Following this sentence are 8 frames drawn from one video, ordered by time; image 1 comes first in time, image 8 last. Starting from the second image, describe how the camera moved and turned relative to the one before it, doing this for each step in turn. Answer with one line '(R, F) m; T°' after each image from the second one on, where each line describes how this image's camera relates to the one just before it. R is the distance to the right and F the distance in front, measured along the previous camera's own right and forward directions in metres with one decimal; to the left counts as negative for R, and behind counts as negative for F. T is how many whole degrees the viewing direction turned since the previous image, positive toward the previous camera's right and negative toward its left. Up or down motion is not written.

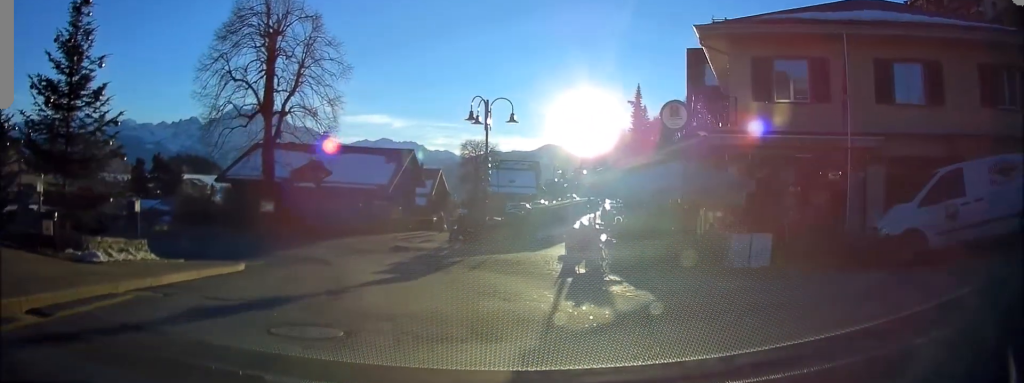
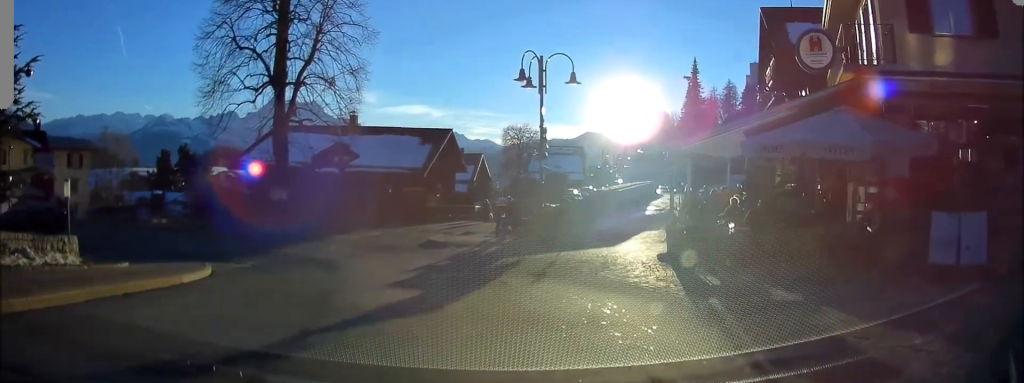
(-0.5, +6.6) m; -5°
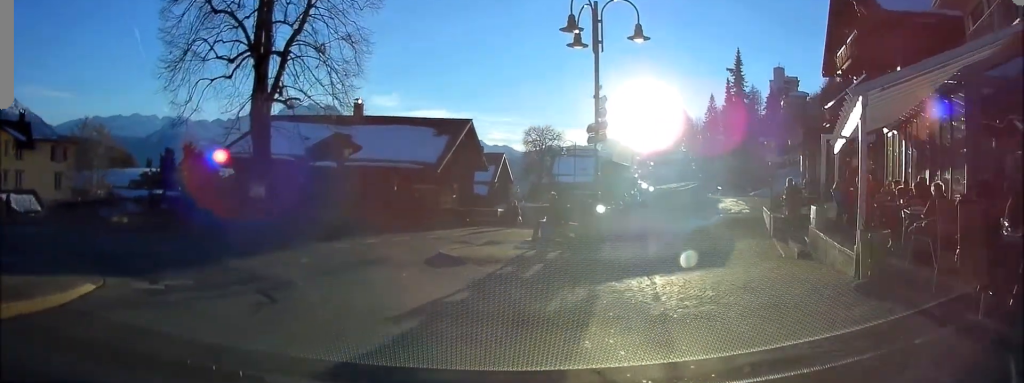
(0.0, +7.2) m; +1°
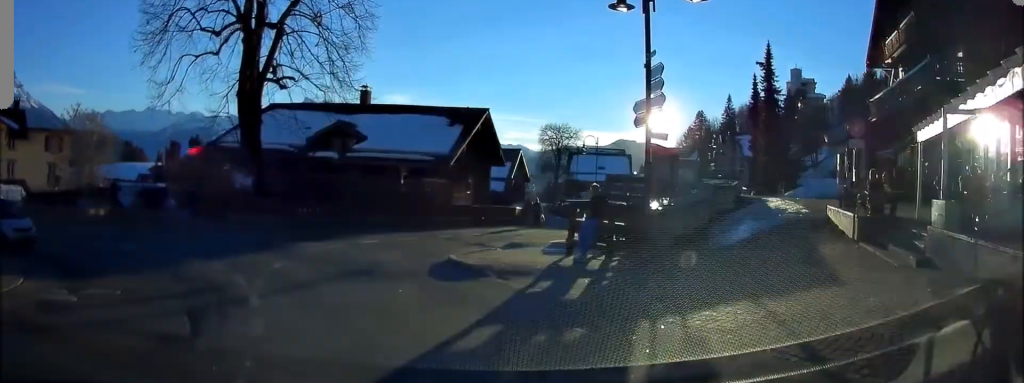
(0.0, +3.7) m; +1°
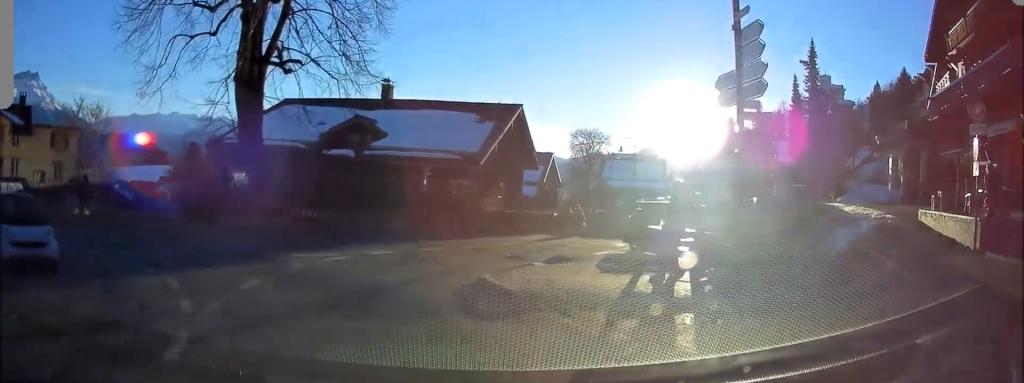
(+0.1, +3.5) m; 0°
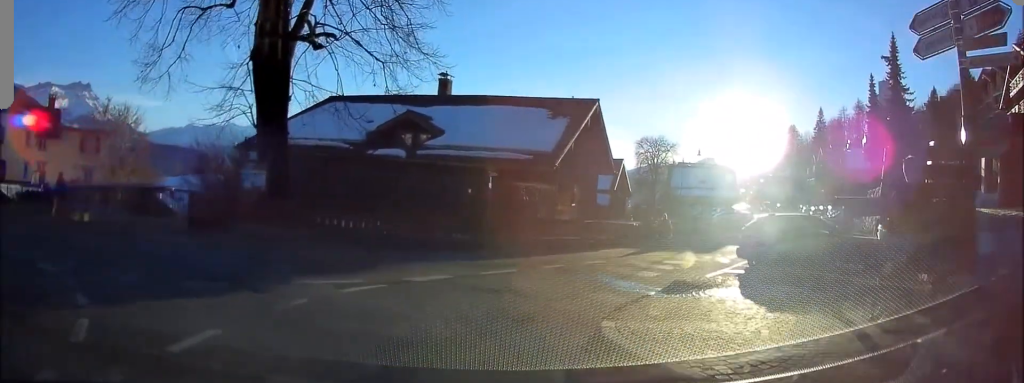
(-0.1, +5.0) m; -6°
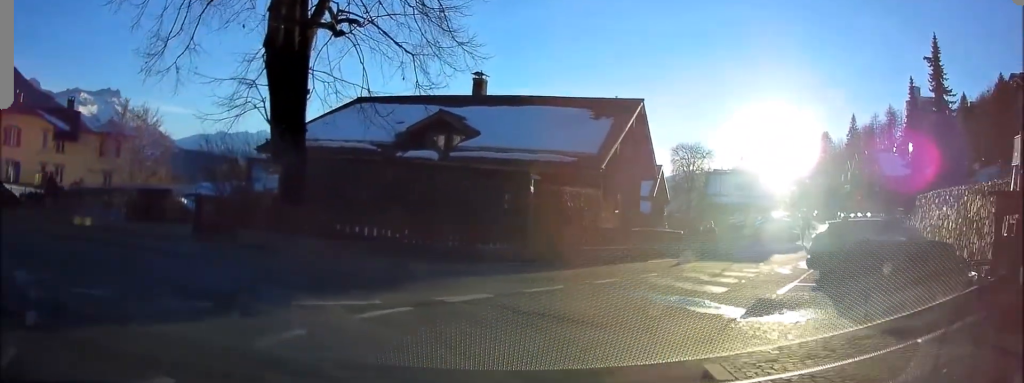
(-0.2, +2.1) m; -5°
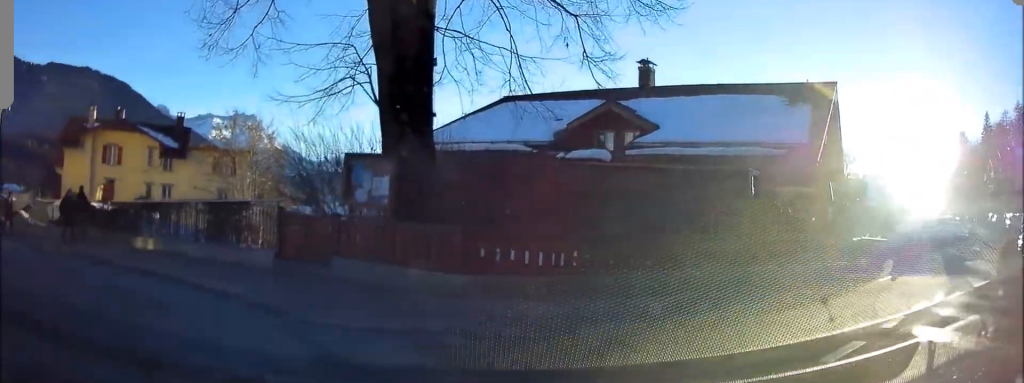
(-0.6, +5.7) m; -20°
